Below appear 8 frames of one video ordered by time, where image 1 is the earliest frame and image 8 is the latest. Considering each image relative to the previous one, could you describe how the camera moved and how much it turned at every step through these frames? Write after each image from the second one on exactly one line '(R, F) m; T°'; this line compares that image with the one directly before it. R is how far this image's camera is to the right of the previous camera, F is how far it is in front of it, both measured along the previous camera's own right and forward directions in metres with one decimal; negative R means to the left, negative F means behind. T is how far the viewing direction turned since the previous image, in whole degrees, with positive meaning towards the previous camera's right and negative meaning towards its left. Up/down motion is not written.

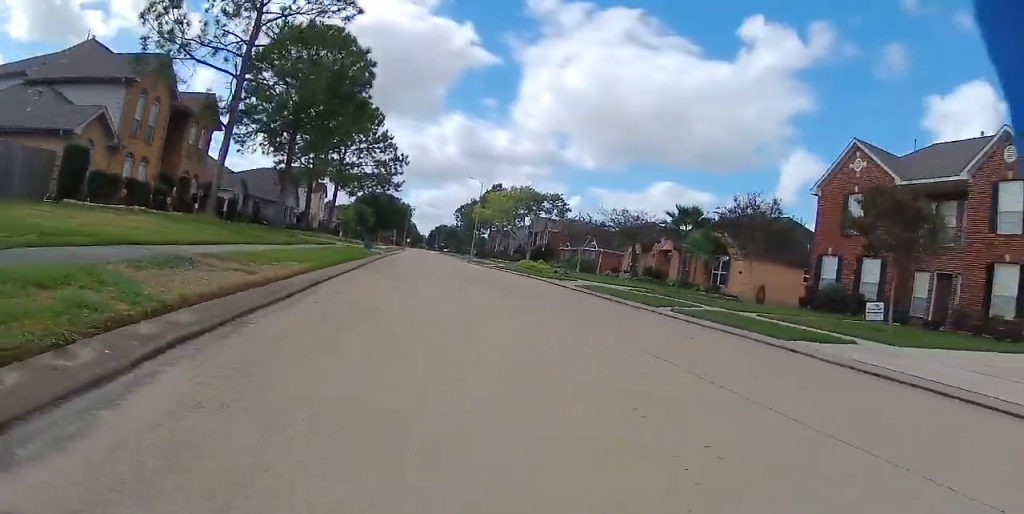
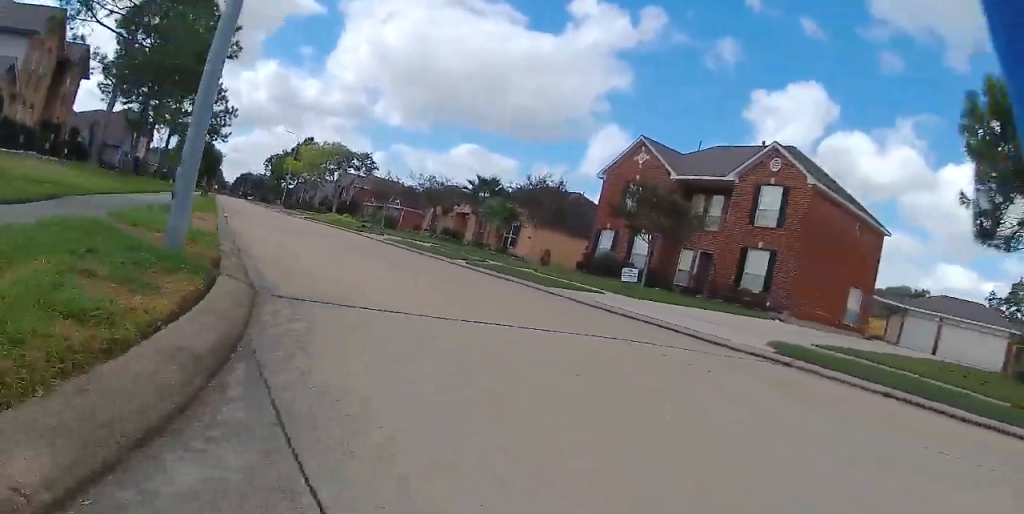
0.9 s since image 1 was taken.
(+0.4, +5.0) m; +13°
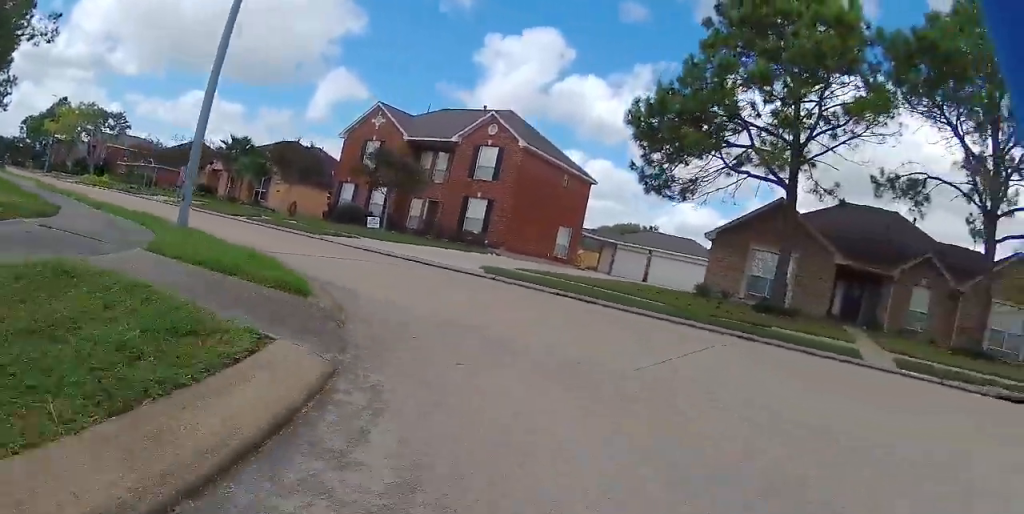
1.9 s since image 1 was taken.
(+1.1, +5.7) m; +31°
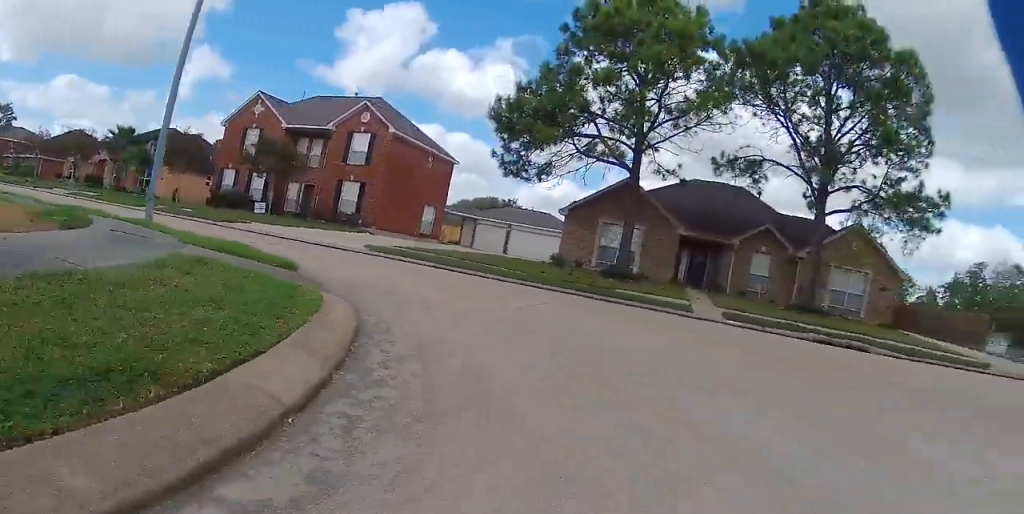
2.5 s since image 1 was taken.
(+0.2, +3.0) m; +24°
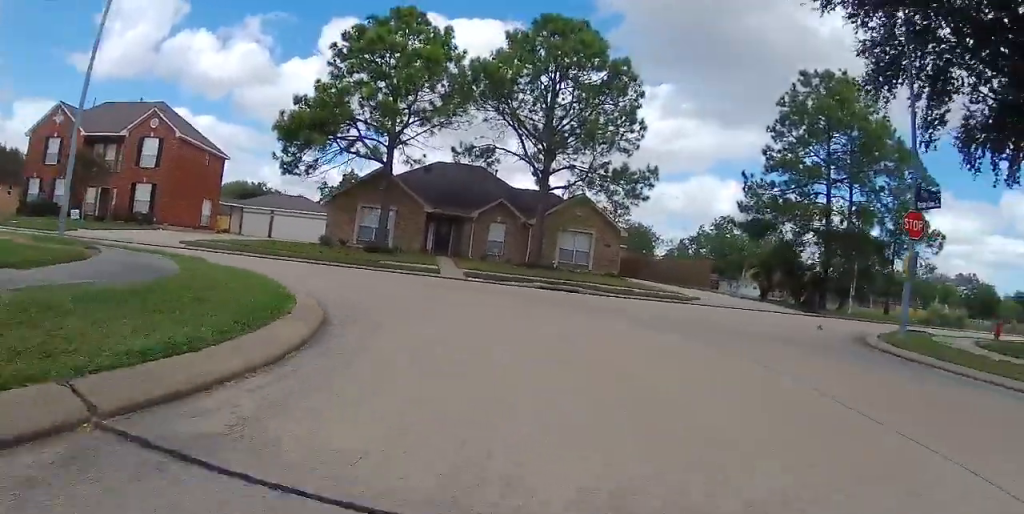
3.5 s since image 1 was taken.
(+2.2, +5.2) m; +25°
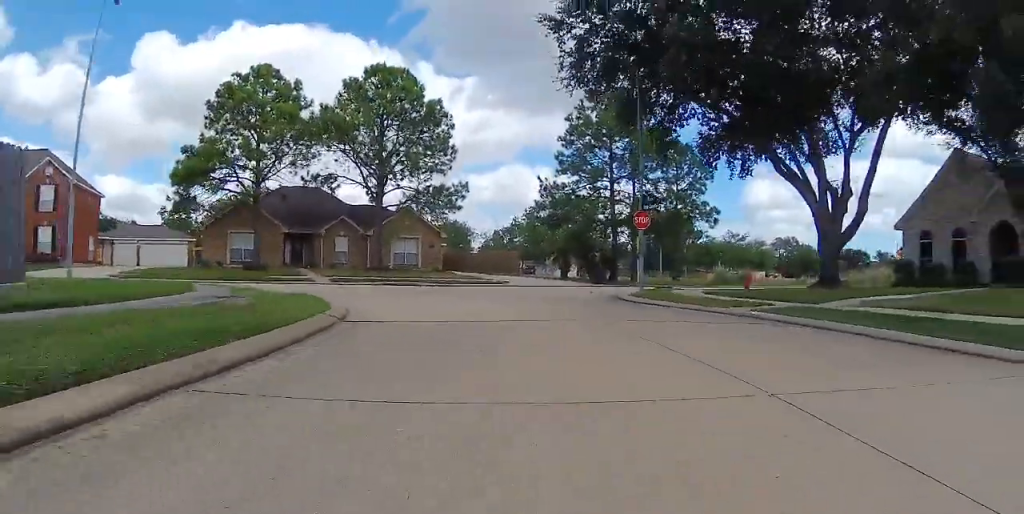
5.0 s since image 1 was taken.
(+0.3, +7.9) m; +9°
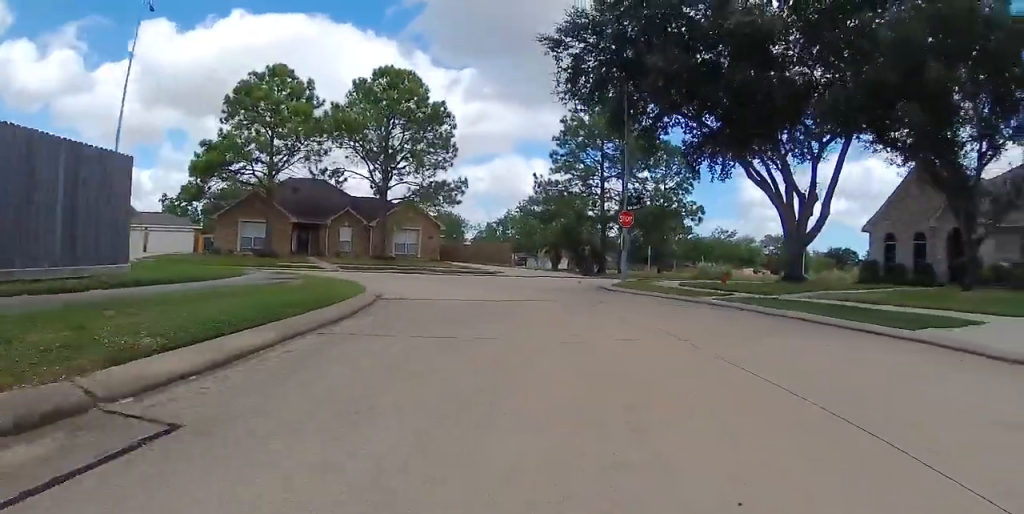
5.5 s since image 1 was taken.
(-0.2, +2.5) m; +8°
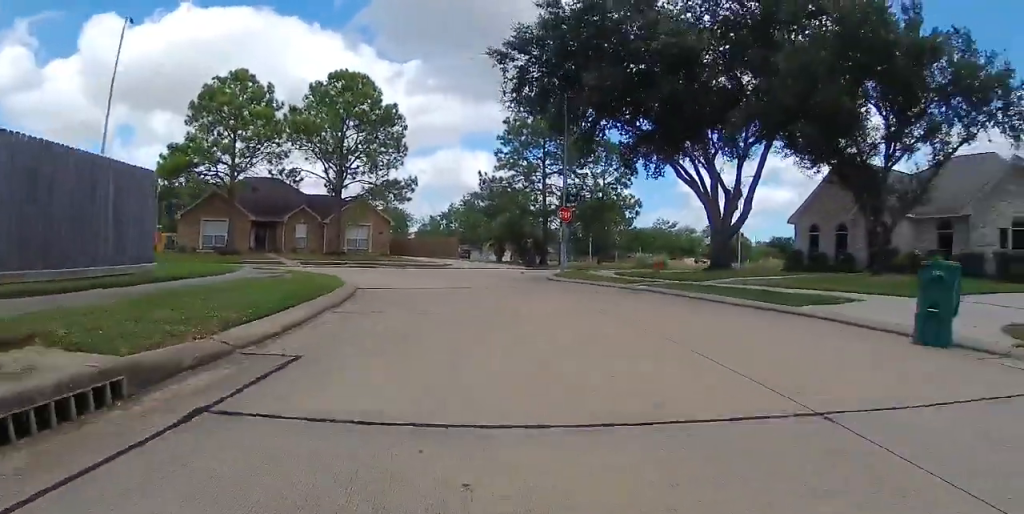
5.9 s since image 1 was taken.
(+0.3, +2.4) m; +7°
